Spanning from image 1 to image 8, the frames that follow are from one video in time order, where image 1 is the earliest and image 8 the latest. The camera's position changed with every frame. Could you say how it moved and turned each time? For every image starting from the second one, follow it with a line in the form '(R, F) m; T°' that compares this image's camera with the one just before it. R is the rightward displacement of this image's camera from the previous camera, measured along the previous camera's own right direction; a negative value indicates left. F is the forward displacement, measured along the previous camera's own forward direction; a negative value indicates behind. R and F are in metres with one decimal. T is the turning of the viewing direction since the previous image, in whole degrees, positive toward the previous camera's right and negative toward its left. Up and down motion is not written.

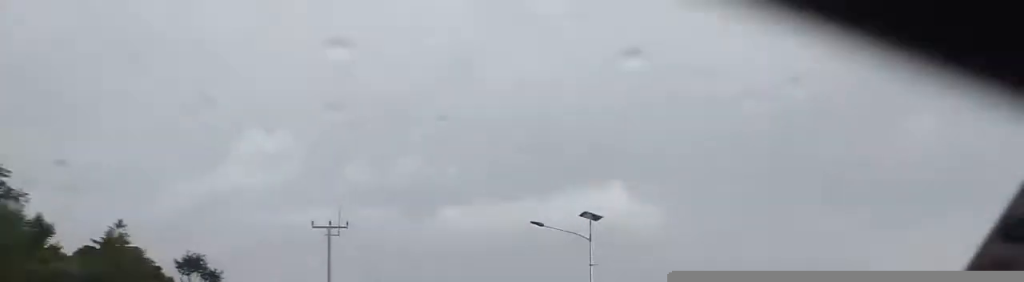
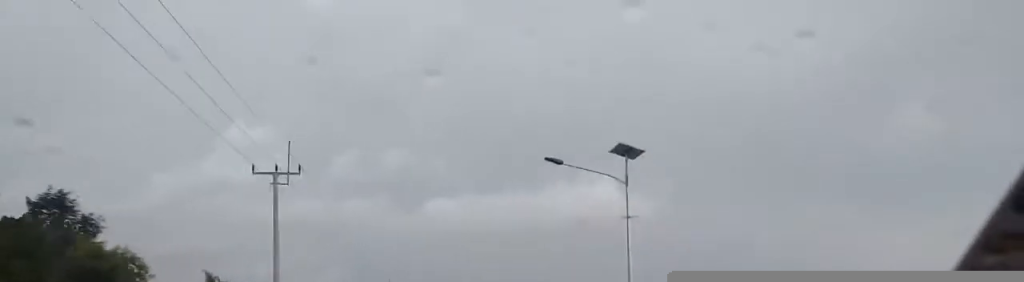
(-0.5, +9.8) m; 0°
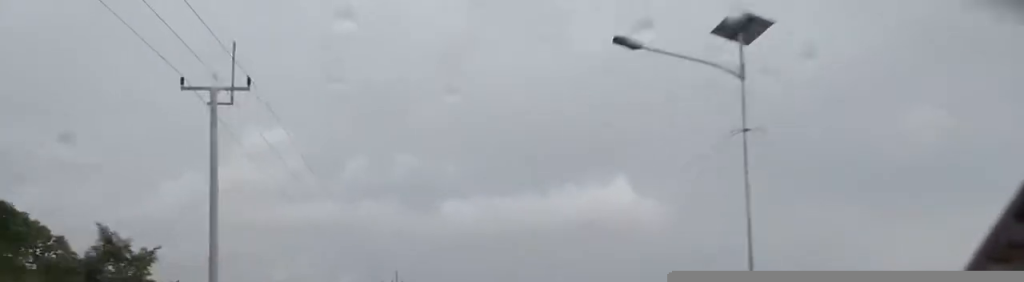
(+0.2, +9.9) m; 0°
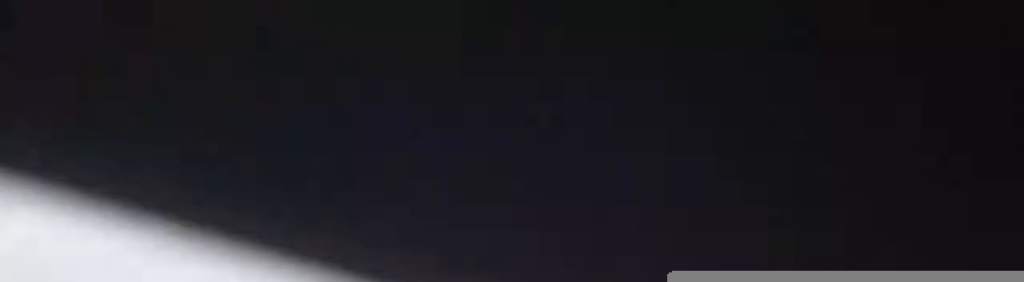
(+0.3, +14.0) m; 0°
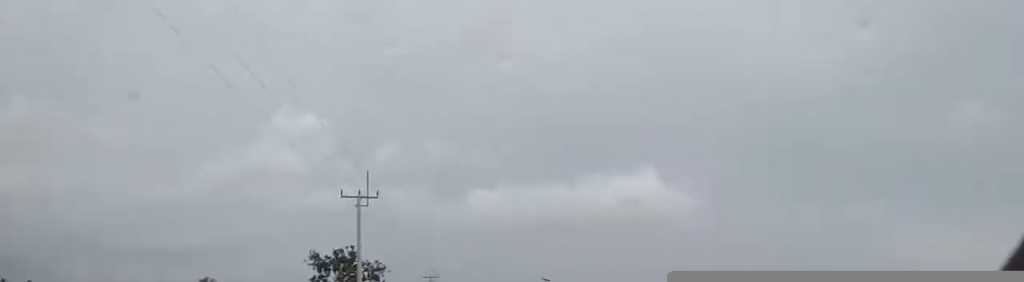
(-0.4, +19.3) m; +1°
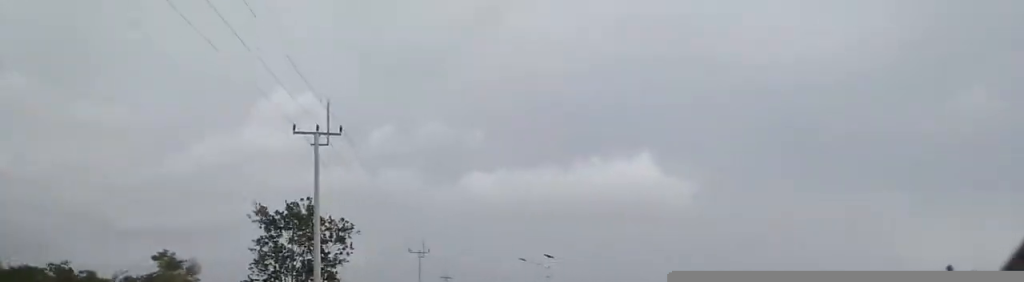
(+0.4, +8.8) m; +1°
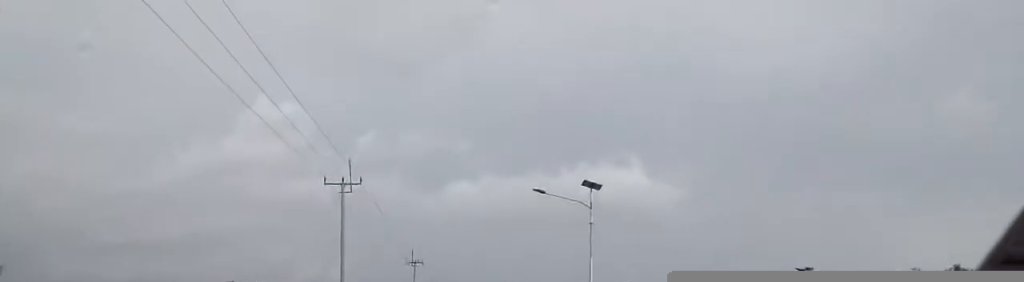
(+0.3, +37.4) m; 0°
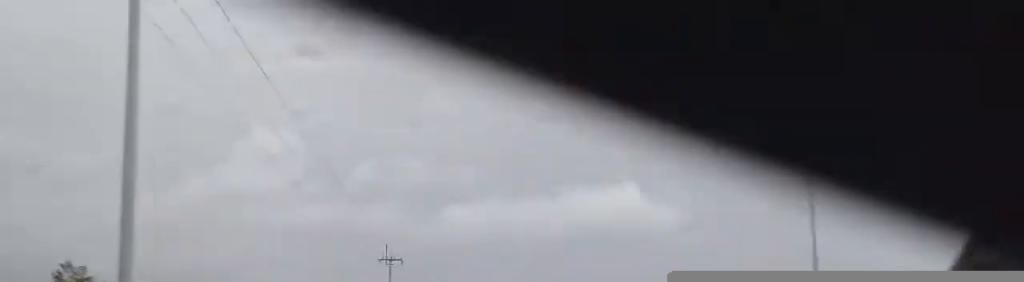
(-0.1, +26.2) m; -2°
